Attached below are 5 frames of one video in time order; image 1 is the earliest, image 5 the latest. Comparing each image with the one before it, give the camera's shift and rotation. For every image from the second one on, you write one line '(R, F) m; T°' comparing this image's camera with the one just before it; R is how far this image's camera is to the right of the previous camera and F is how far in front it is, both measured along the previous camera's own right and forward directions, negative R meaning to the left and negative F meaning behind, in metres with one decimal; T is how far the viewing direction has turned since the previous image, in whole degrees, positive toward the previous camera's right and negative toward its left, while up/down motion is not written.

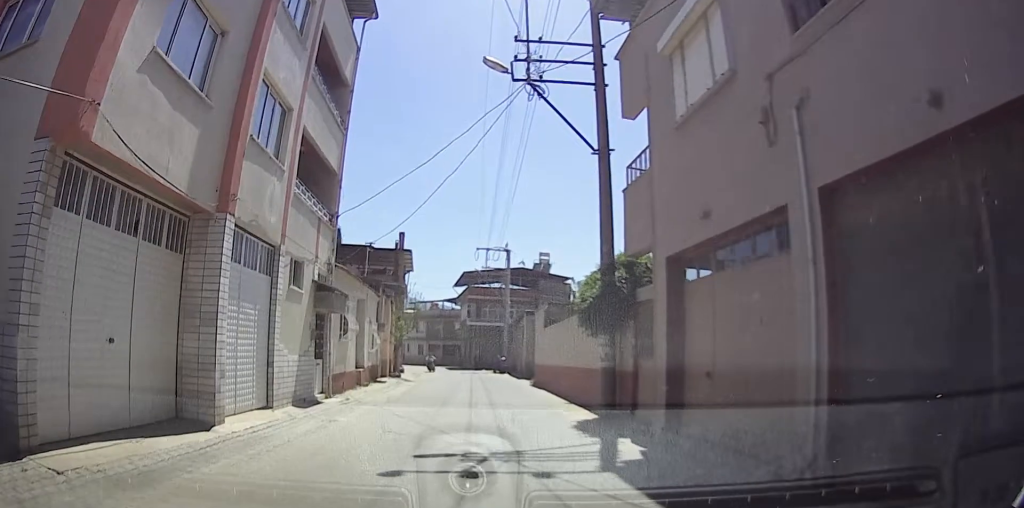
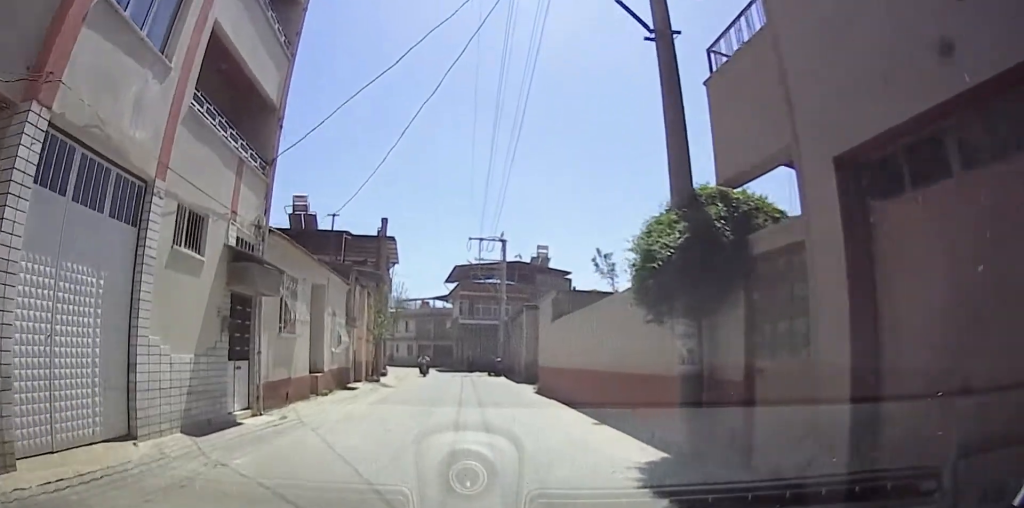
(+0.4, +3.9) m; -1°
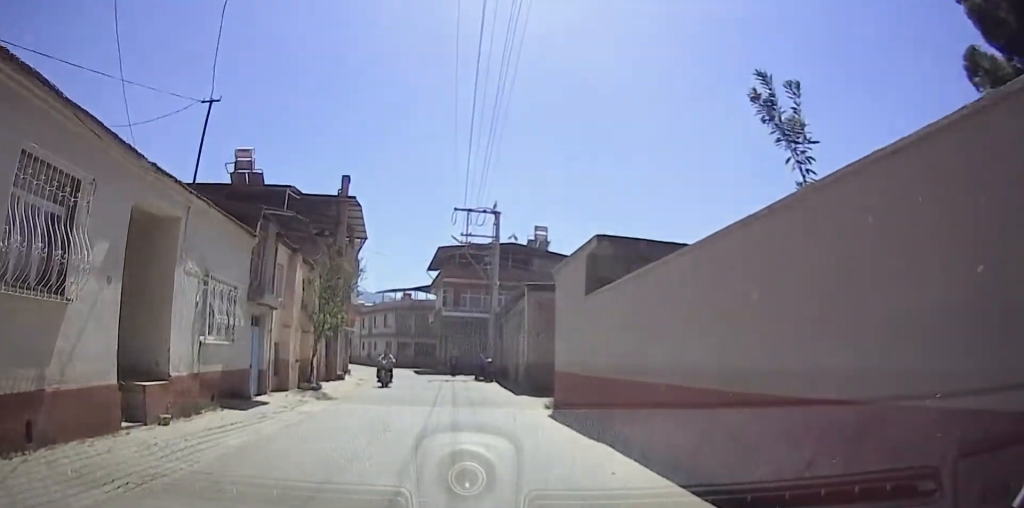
(-0.6, +6.9) m; -1°
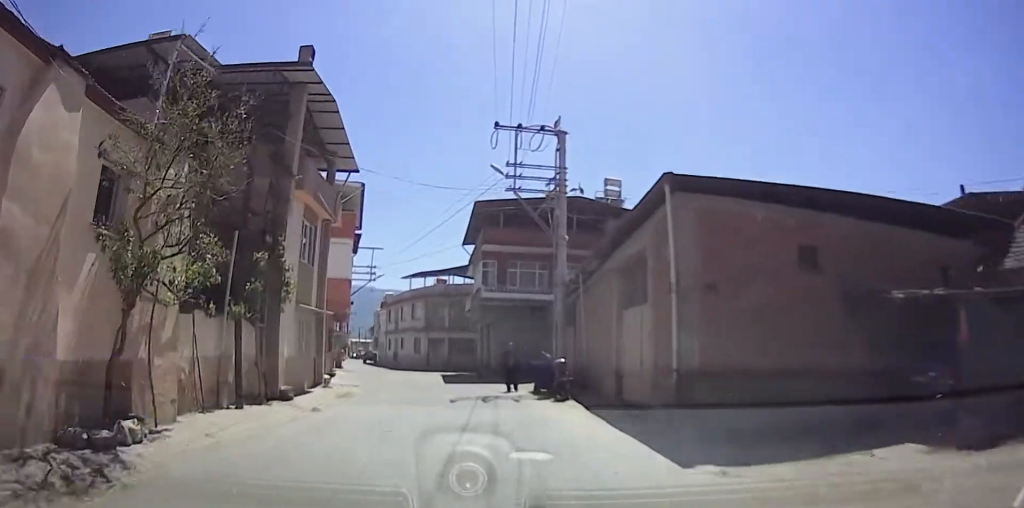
(+0.1, +12.2) m; -3°
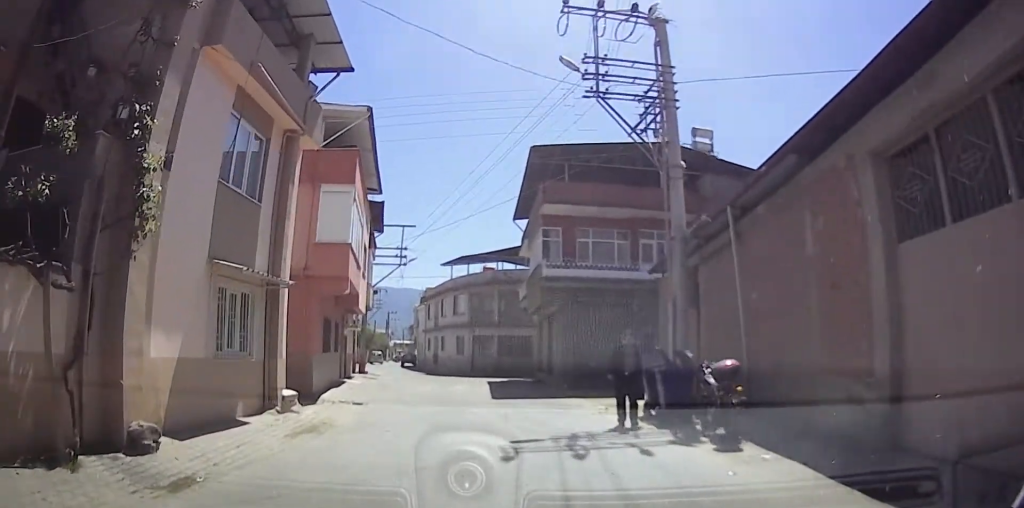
(+0.2, +8.6) m; +3°
